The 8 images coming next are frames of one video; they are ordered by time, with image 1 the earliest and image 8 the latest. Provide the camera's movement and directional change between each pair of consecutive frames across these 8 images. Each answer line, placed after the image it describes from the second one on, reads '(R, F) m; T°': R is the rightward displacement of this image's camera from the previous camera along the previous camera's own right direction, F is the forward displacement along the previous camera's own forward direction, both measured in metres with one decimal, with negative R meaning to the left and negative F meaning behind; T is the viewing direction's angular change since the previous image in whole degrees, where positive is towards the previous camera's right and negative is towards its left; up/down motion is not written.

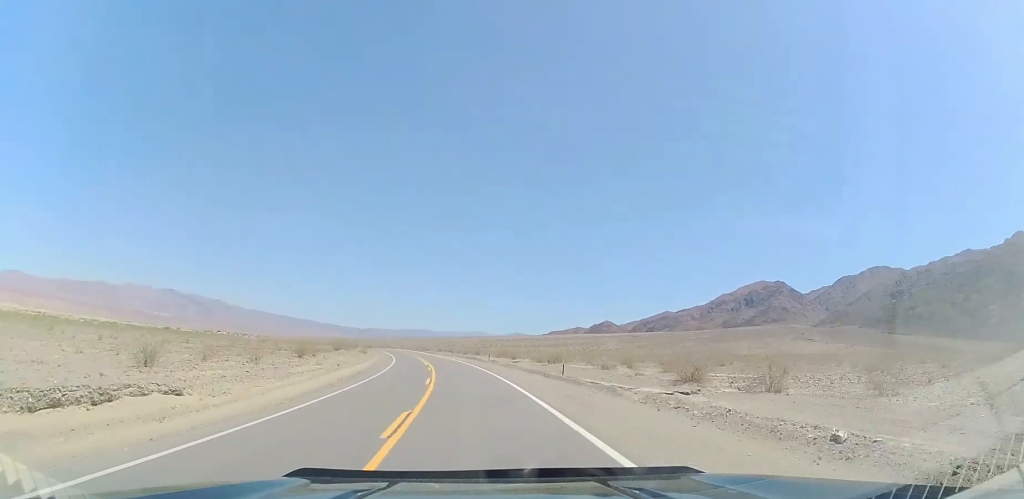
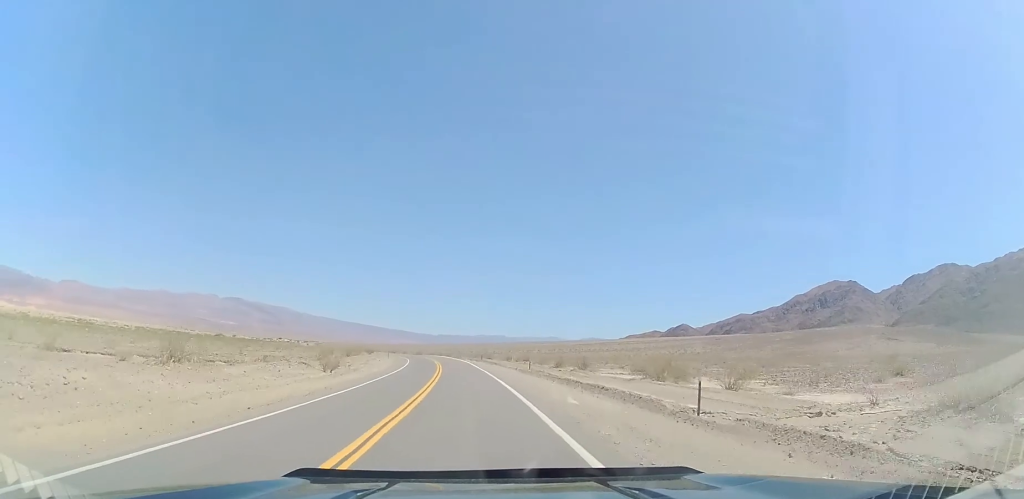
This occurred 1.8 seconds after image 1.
(-3.2, +51.5) m; -9°
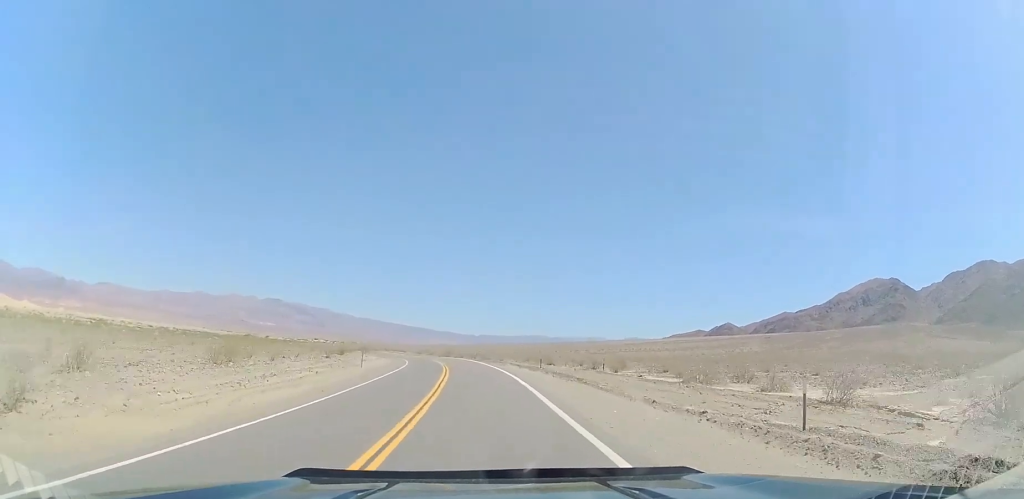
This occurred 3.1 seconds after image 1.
(-2.2, +38.5) m; -6°
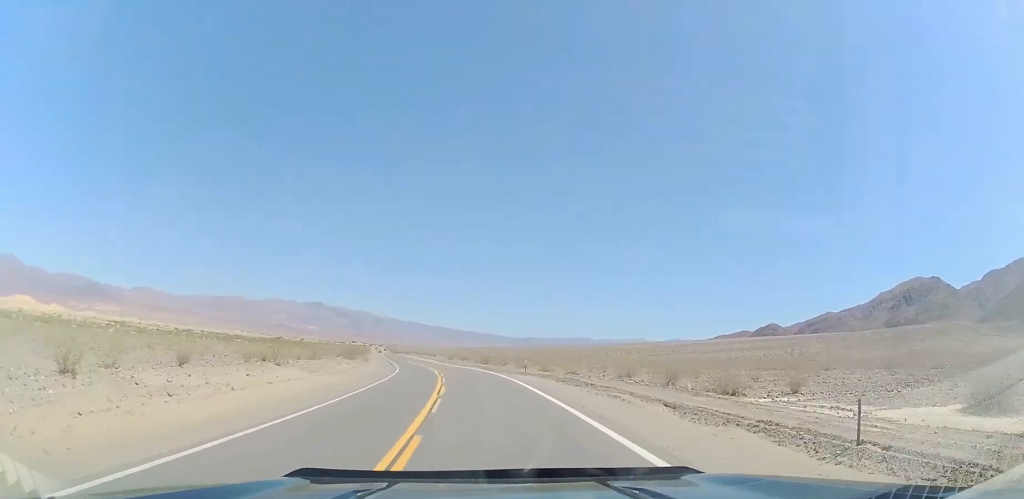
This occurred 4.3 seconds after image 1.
(-1.8, +36.6) m; -5°
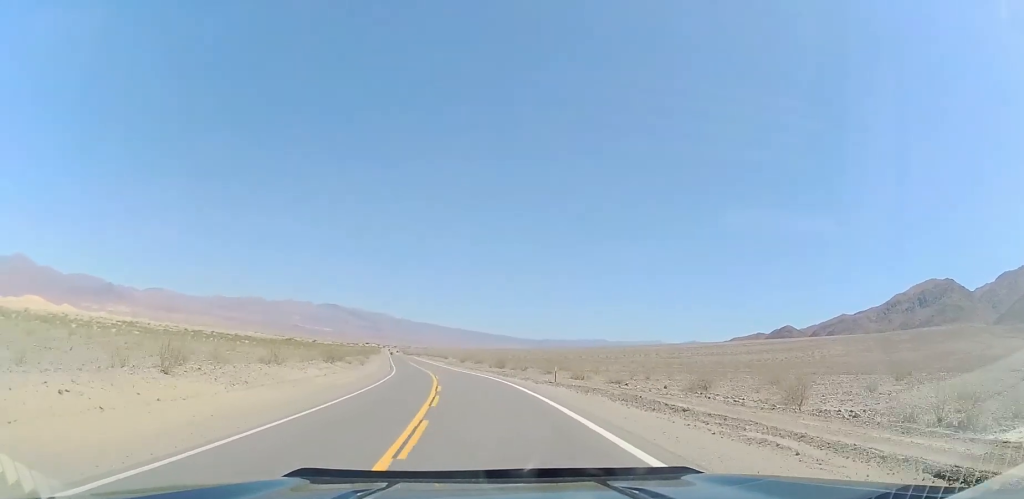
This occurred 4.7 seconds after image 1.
(-0.2, +11.9) m; -1°
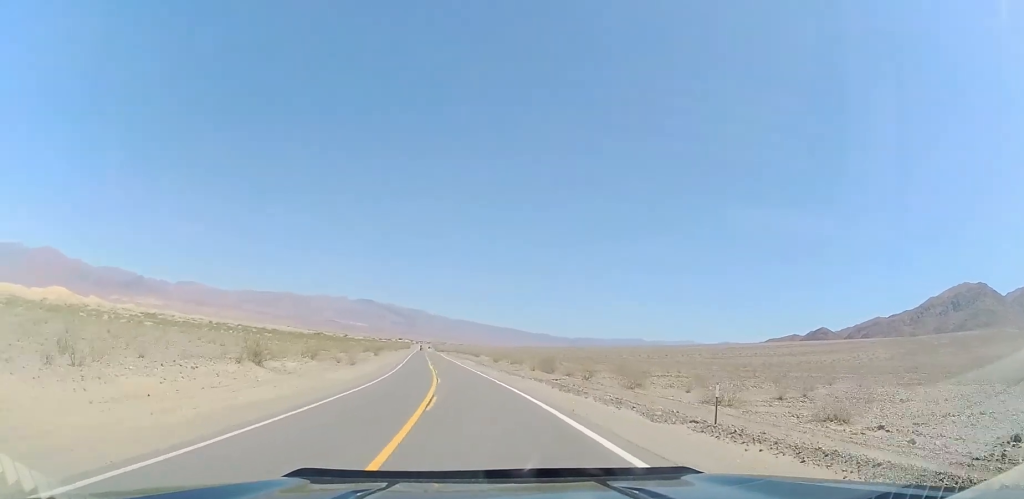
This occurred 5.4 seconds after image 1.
(-0.3, +21.8) m; -2°
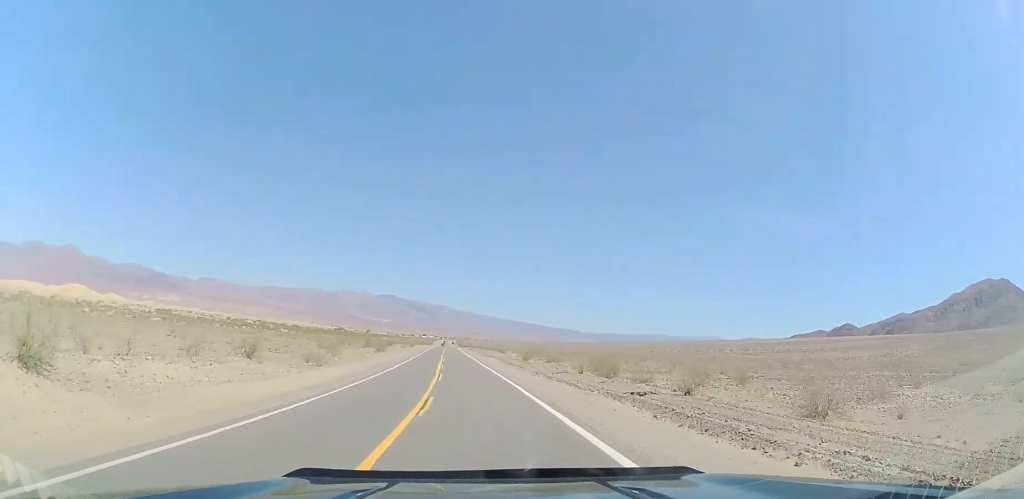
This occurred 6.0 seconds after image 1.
(-0.2, +16.9) m; -2°
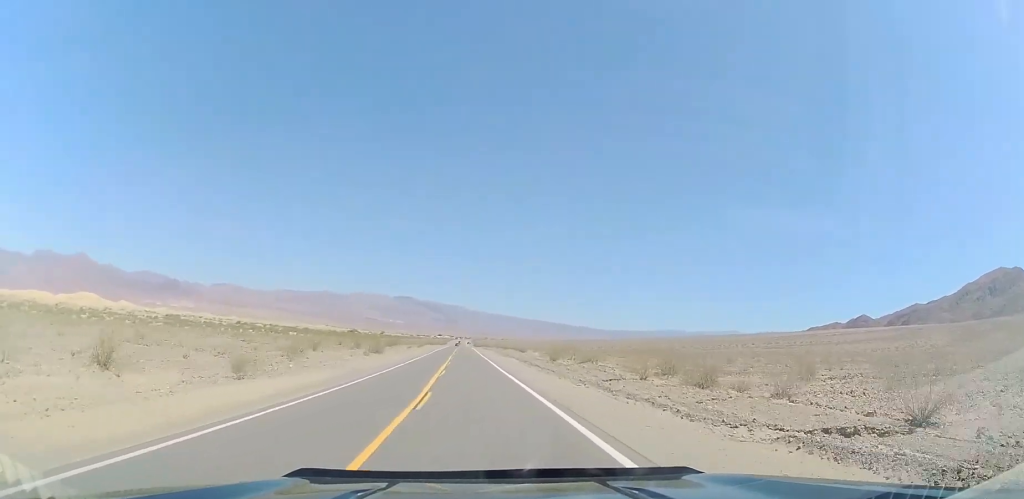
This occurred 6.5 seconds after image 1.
(+0.2, +13.9) m; -2°
